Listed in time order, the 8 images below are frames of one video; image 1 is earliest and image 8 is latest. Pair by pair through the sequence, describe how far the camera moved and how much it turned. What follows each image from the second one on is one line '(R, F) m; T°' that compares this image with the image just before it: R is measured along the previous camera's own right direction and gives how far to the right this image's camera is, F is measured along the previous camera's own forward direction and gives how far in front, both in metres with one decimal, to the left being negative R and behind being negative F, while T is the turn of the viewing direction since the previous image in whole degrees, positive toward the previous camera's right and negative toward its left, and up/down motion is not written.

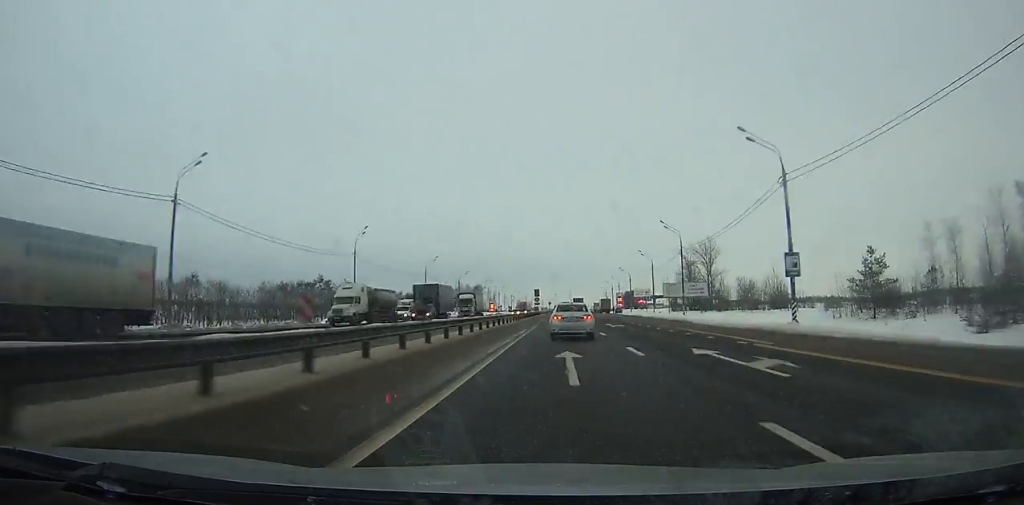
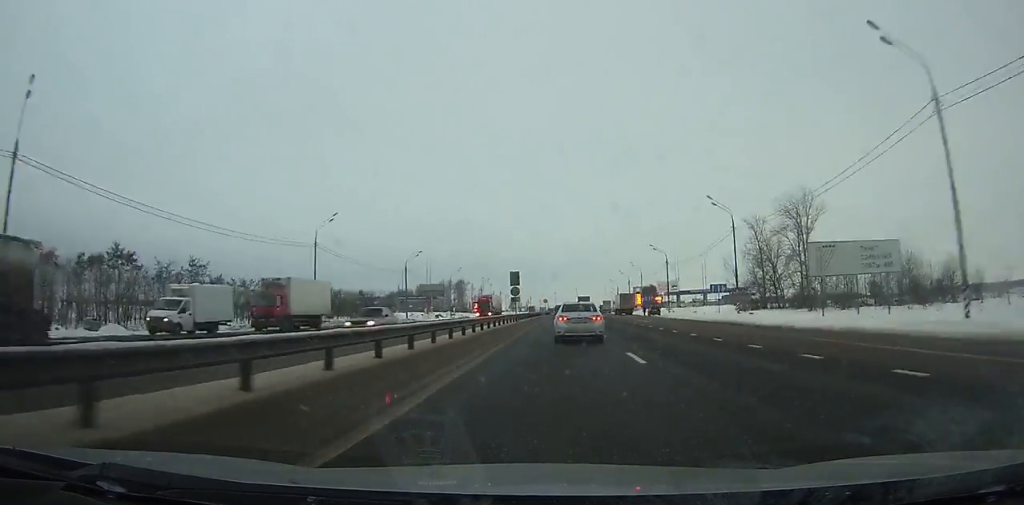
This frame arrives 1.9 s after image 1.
(+0.2, +49.1) m; 0°
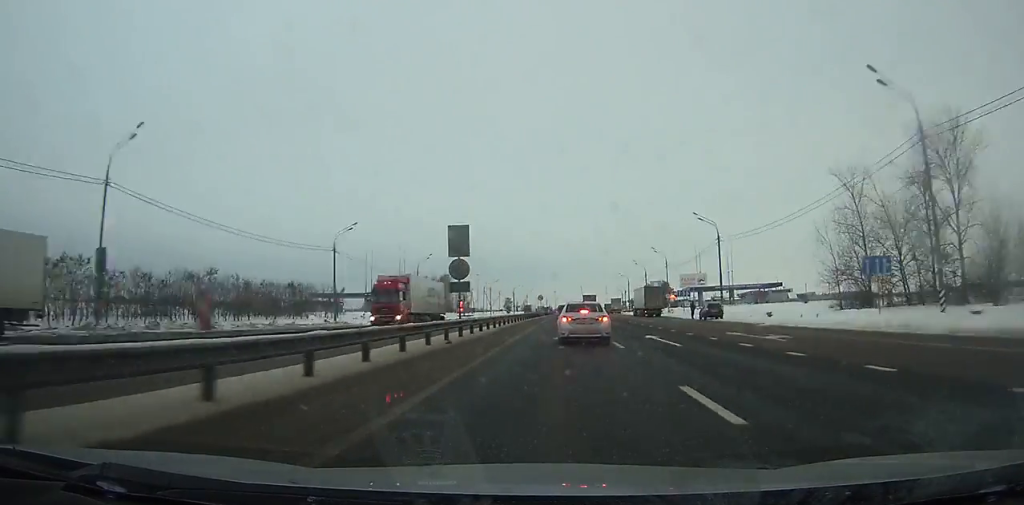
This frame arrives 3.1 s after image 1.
(-0.1, +29.6) m; 0°
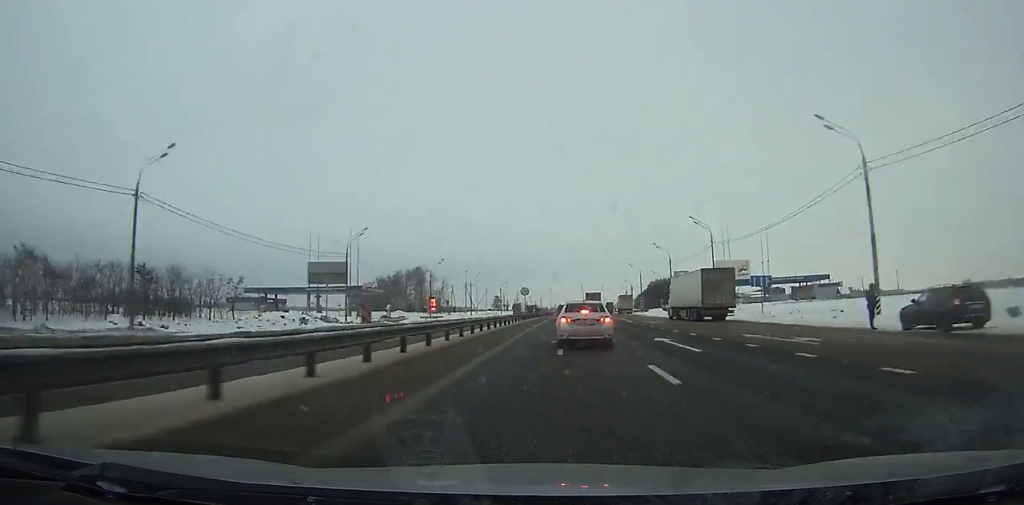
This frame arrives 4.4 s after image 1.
(-0.1, +31.8) m; 0°
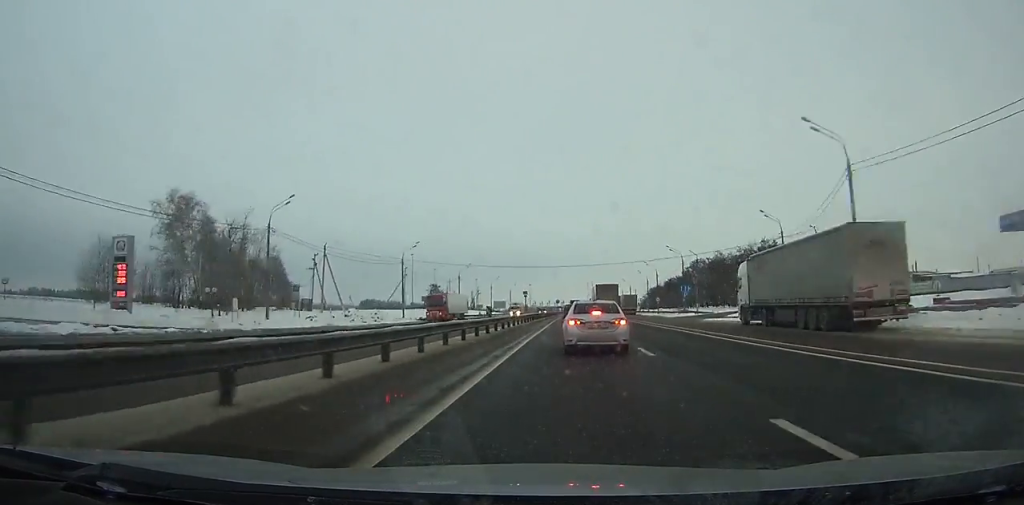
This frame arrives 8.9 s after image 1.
(+1.6, +100.1) m; +2°
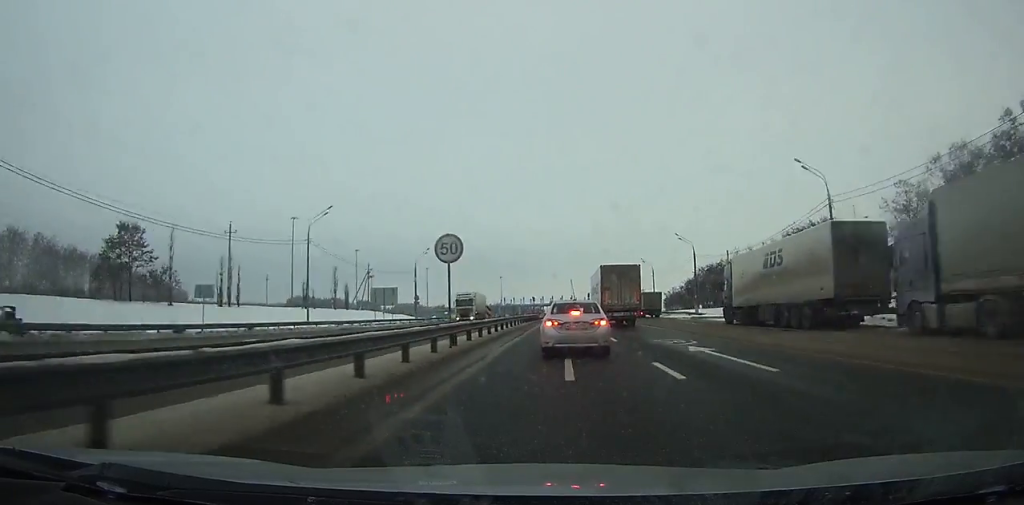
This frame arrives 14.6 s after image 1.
(+1.7, +111.2) m; +2°
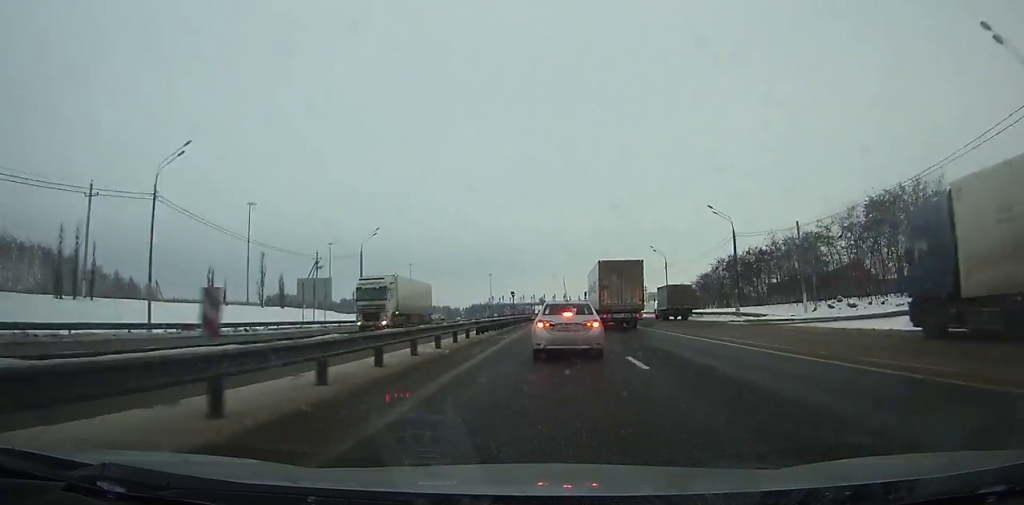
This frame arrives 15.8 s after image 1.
(0.0, +21.6) m; 0°
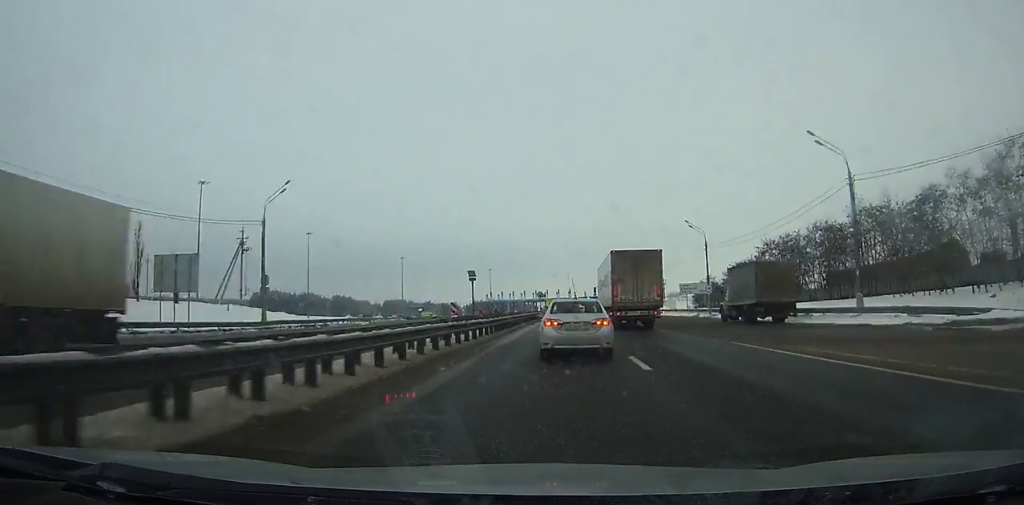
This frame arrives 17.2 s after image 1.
(+0.1, +24.1) m; 0°
